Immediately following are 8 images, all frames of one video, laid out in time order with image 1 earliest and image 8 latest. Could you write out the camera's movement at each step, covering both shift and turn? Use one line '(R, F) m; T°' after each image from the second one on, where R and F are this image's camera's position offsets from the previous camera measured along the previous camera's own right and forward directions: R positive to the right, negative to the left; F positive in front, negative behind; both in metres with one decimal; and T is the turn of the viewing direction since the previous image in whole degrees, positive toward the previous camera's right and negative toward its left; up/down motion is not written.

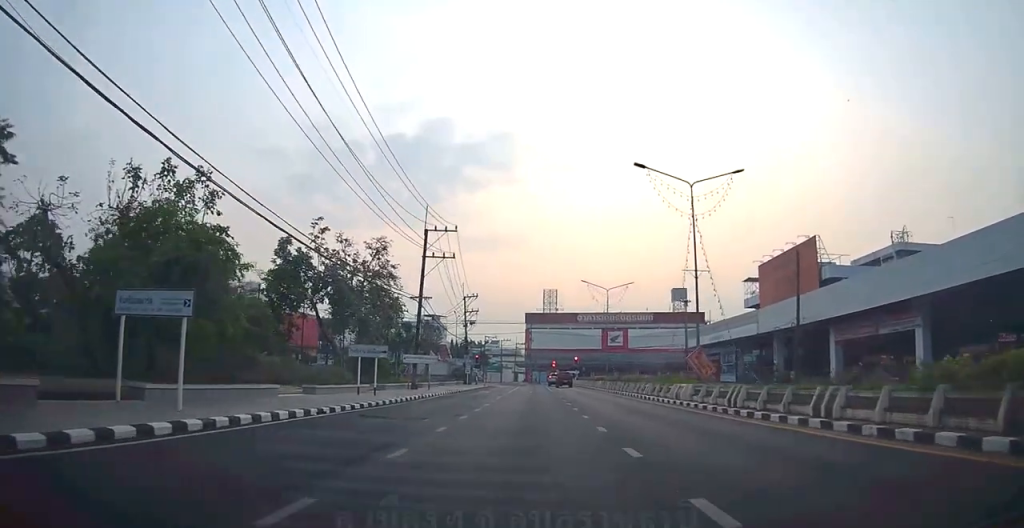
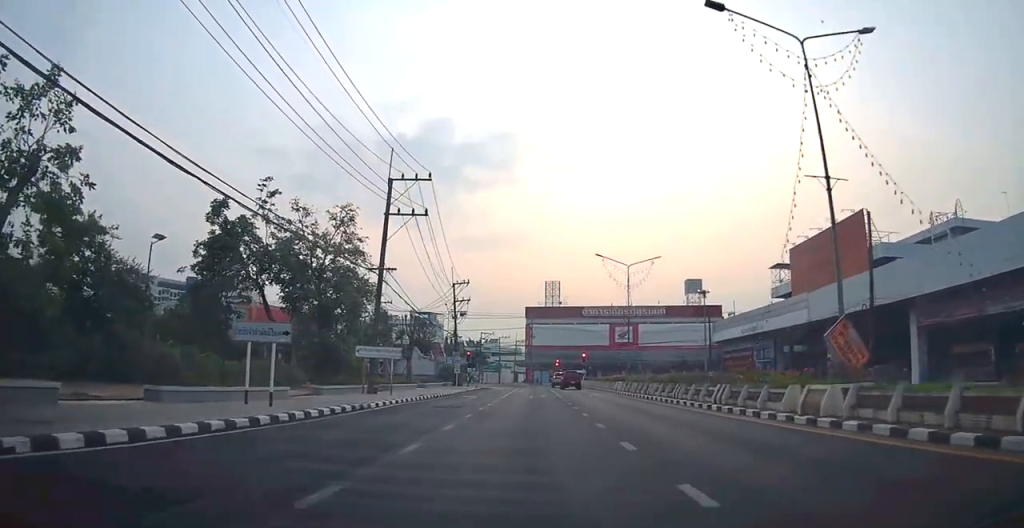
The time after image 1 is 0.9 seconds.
(+0.2, +11.4) m; +1°
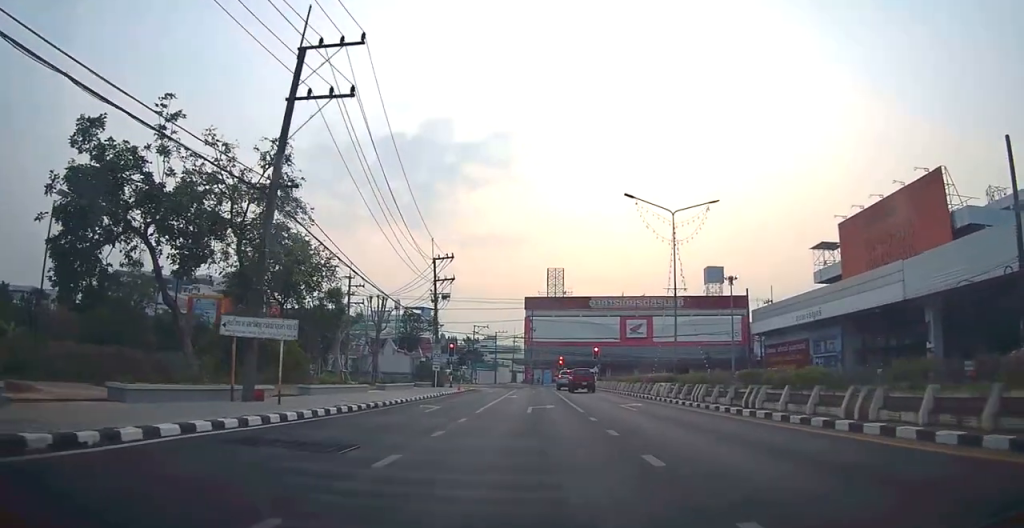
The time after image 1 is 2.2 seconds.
(0.0, +13.7) m; 0°
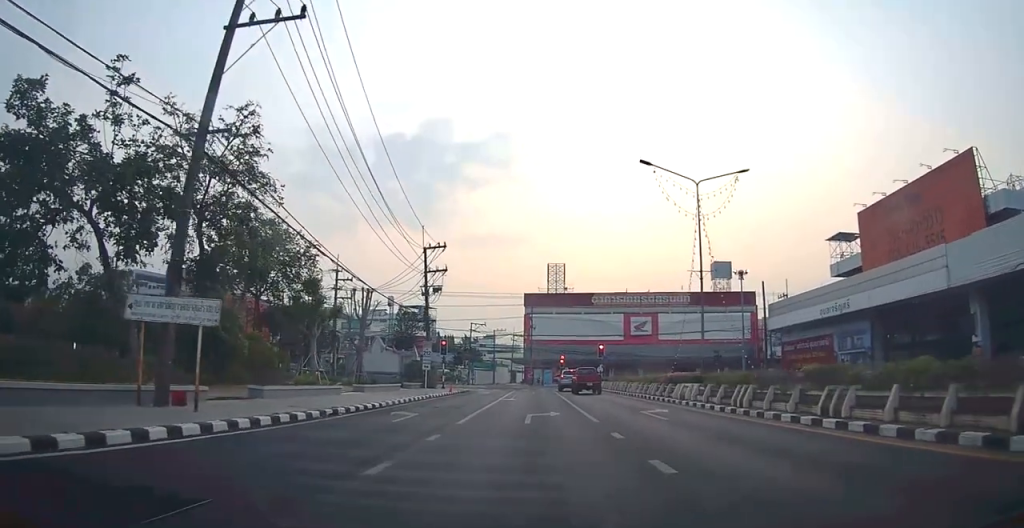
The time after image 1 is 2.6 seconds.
(0.0, +4.6) m; -1°
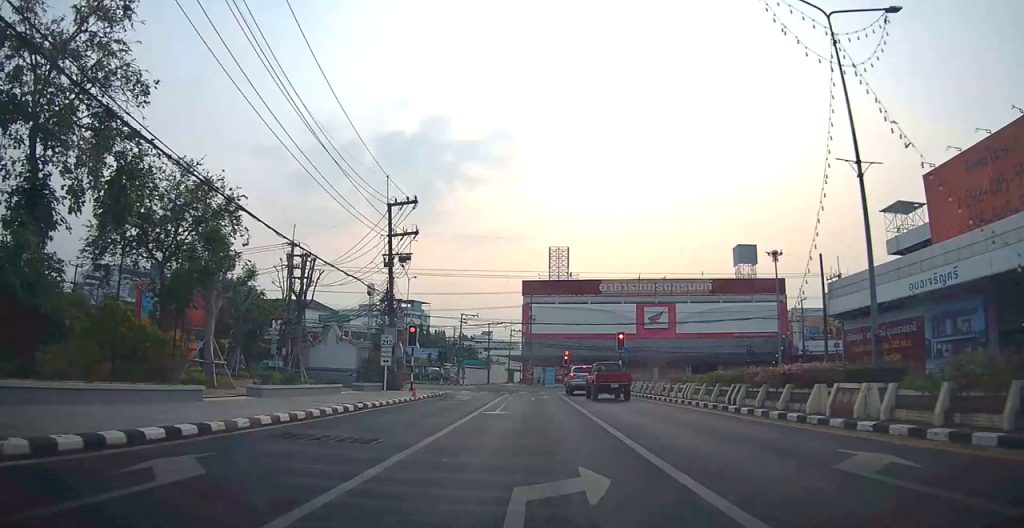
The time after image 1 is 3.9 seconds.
(-0.4, +13.1) m; -1°
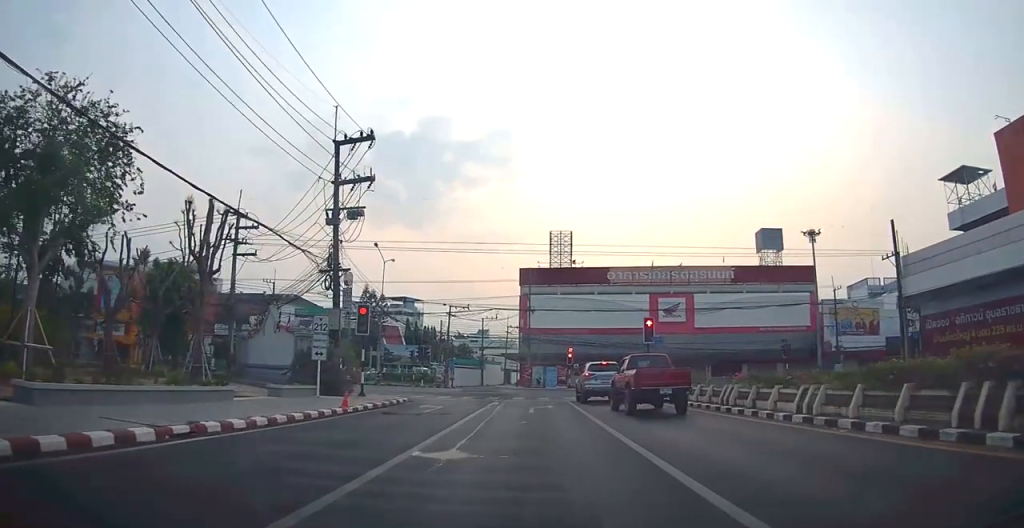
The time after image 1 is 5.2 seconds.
(+0.3, +11.4) m; +2°
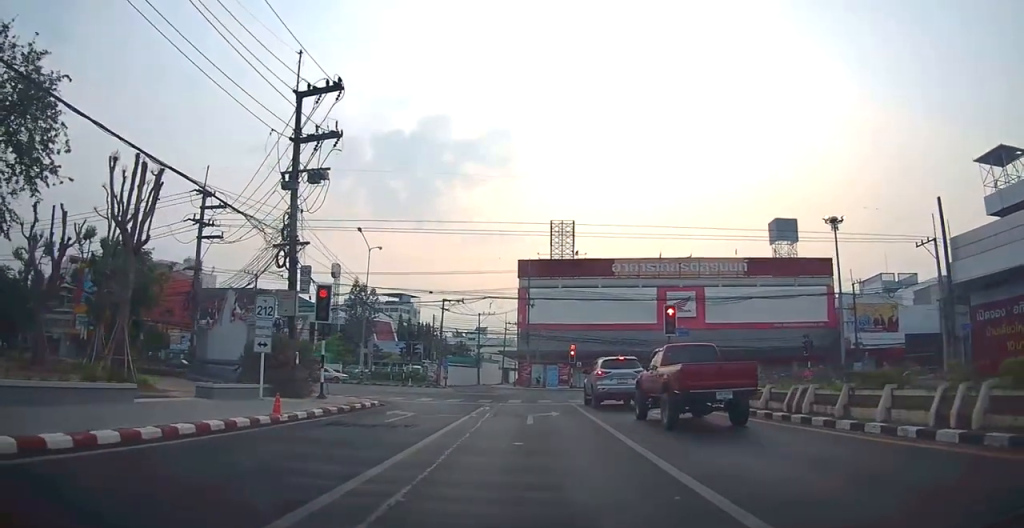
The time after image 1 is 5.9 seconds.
(-0.1, +5.8) m; +1°
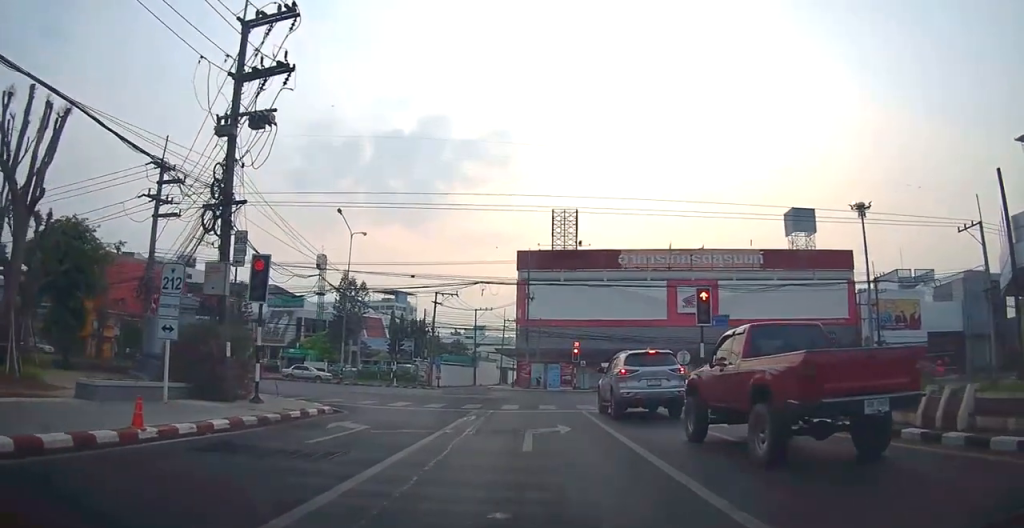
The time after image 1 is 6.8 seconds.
(+0.2, +6.0) m; -2°
